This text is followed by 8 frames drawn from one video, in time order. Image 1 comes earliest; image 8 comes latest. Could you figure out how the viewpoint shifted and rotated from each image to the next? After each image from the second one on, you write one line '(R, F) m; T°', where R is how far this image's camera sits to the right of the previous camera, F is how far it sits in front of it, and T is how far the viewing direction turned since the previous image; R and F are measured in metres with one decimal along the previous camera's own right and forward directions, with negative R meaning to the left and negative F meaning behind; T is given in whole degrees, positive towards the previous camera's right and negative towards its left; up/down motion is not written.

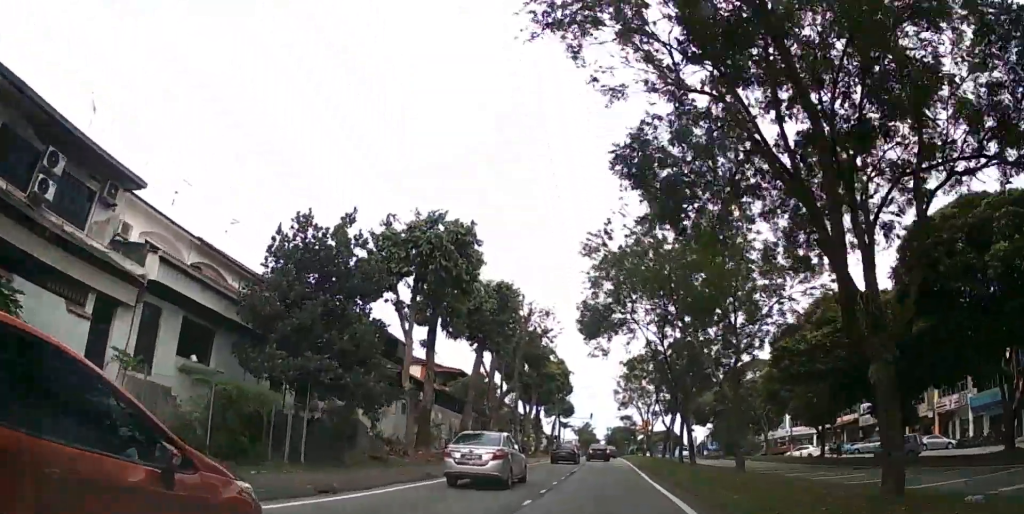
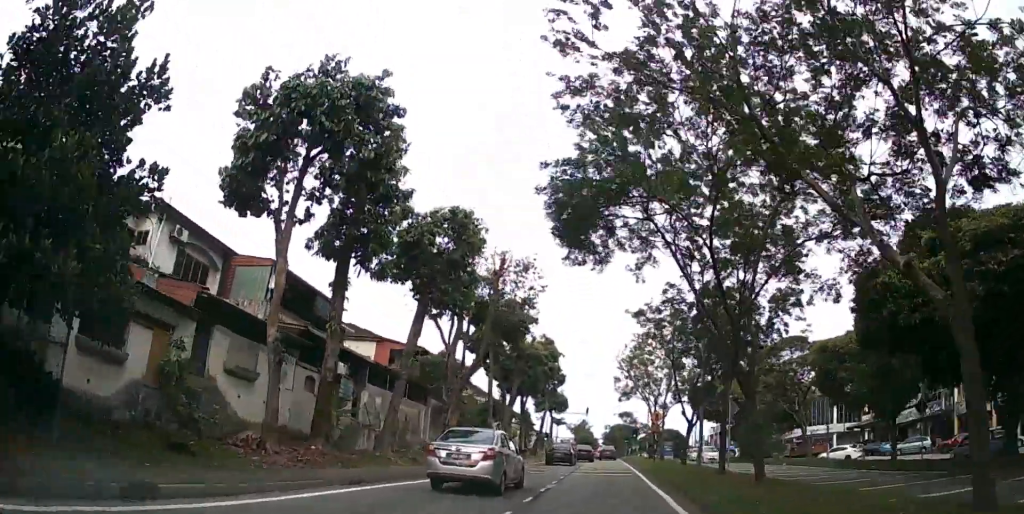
(0.0, +10.9) m; 0°
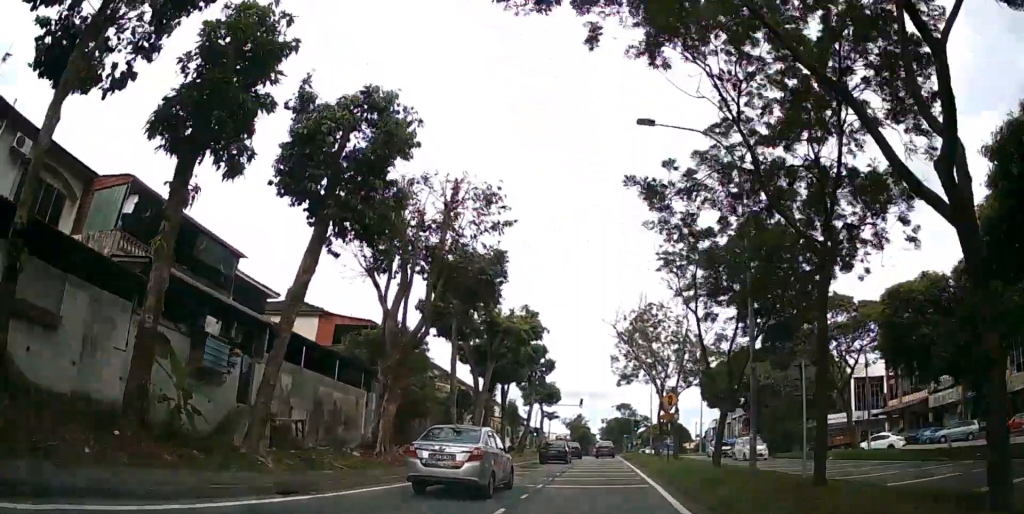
(0.0, +8.7) m; 0°
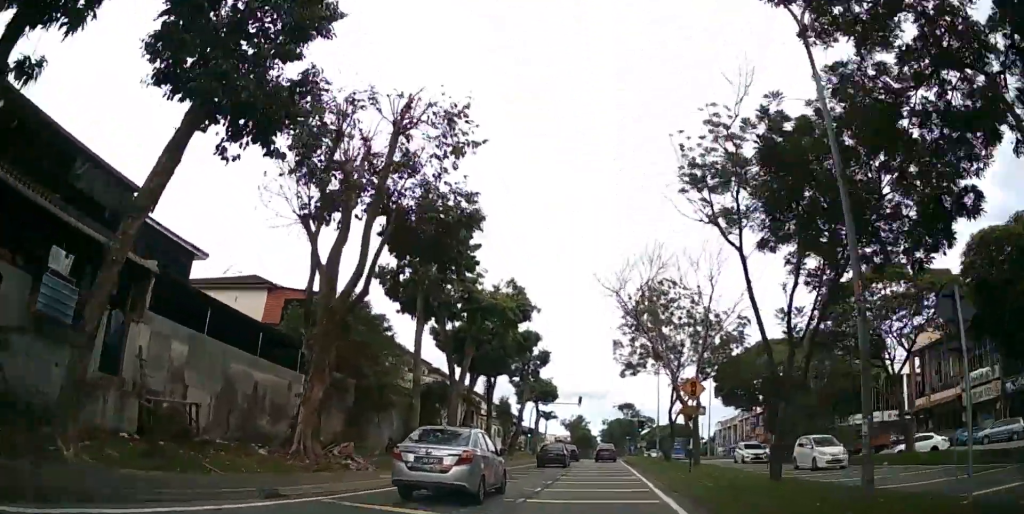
(+0.1, +6.5) m; 0°
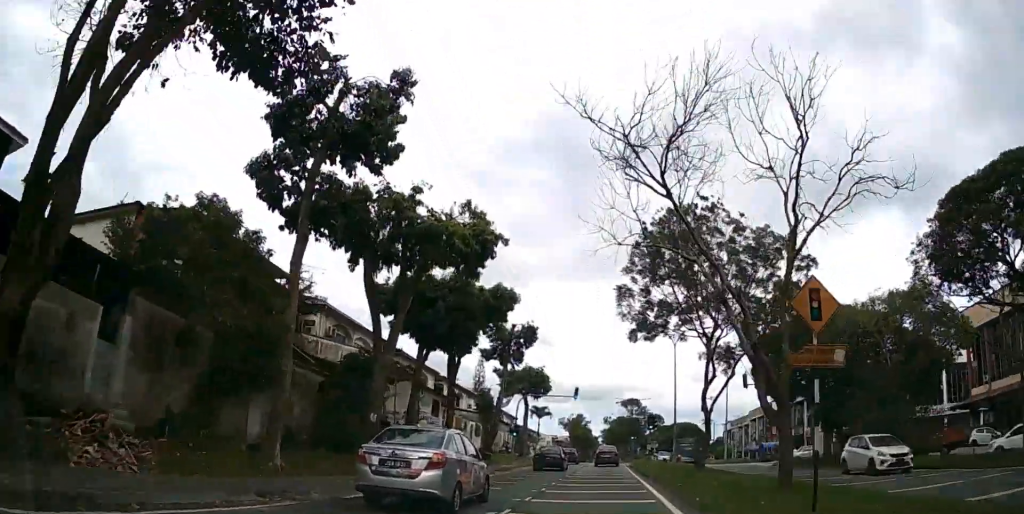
(0.0, +11.5) m; 0°
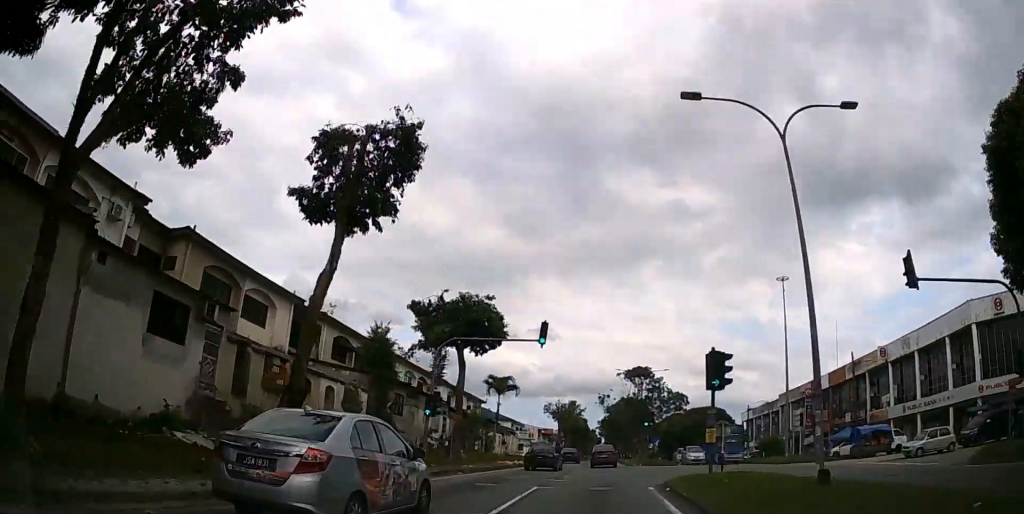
(-0.1, +25.8) m; -1°
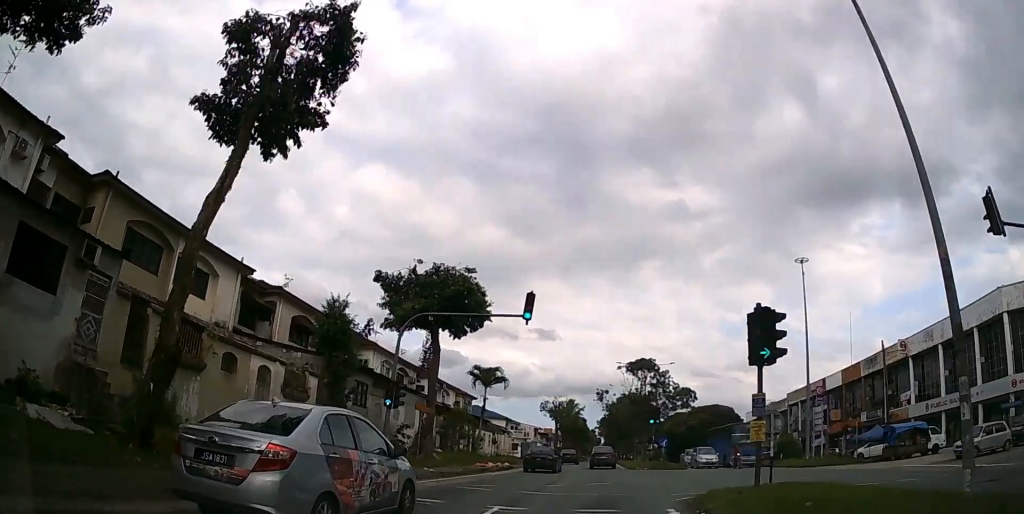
(0.0, +5.0) m; 0°
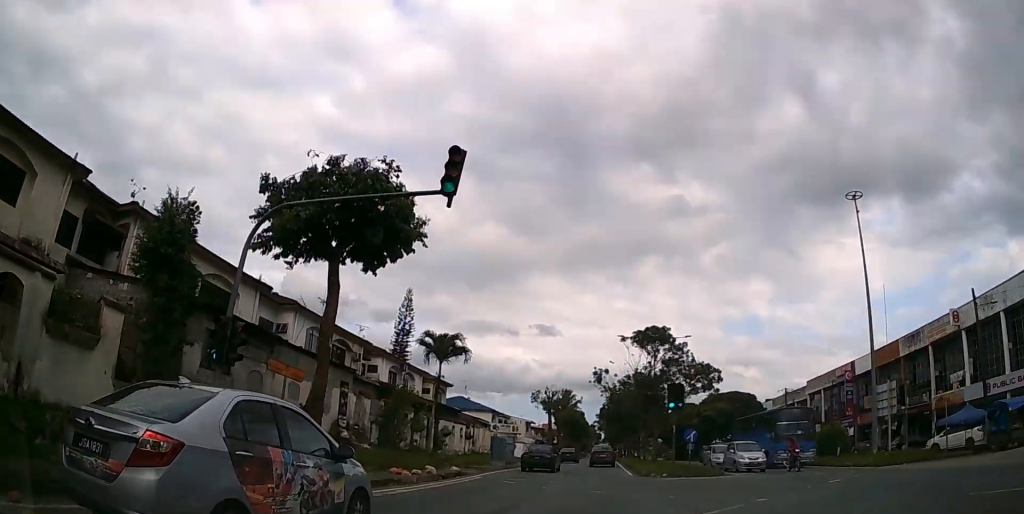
(0.0, +11.0) m; 0°
